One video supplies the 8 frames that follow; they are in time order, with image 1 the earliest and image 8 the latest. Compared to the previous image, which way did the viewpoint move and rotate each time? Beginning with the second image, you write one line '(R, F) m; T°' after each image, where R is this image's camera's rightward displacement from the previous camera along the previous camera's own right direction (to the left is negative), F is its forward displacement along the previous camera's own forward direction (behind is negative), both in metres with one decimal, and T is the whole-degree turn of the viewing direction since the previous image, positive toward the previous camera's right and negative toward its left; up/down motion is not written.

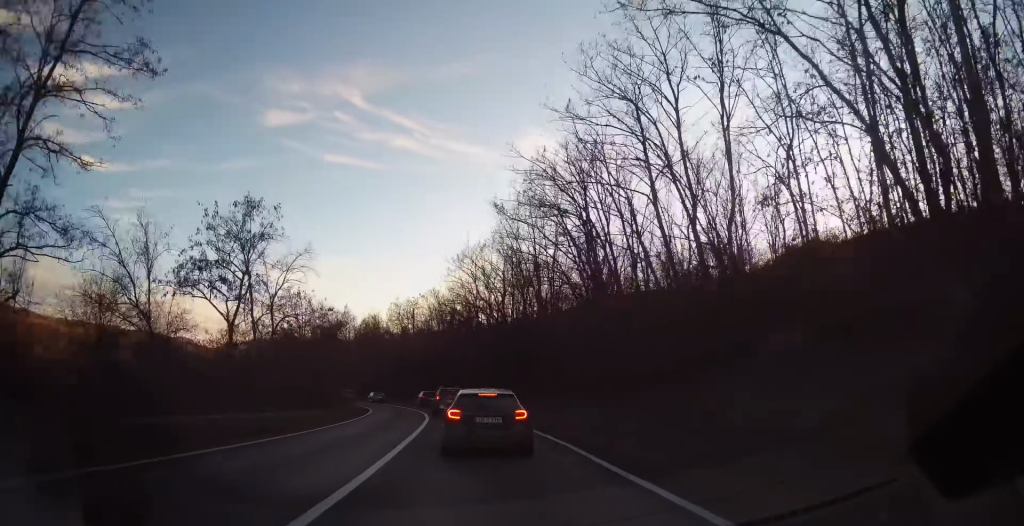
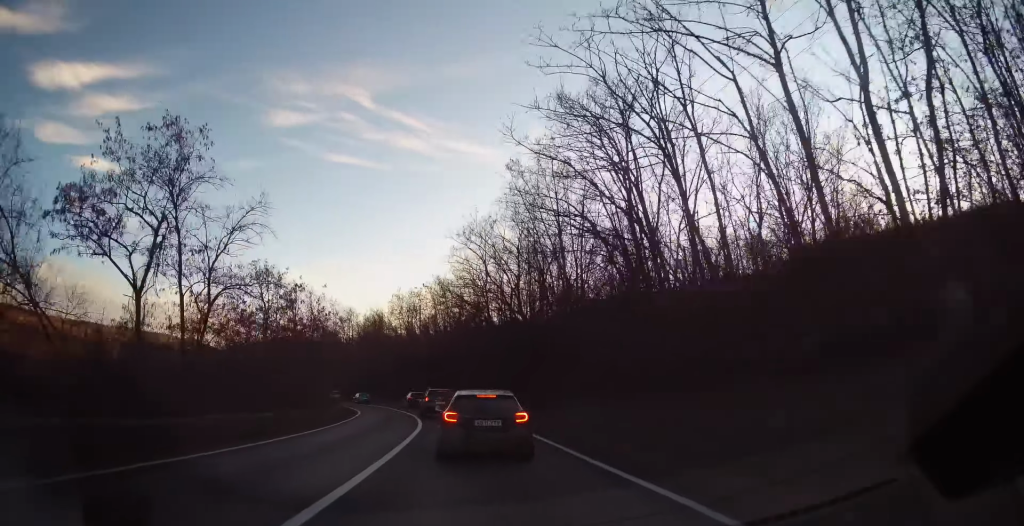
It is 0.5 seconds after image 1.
(-0.1, +7.1) m; -1°
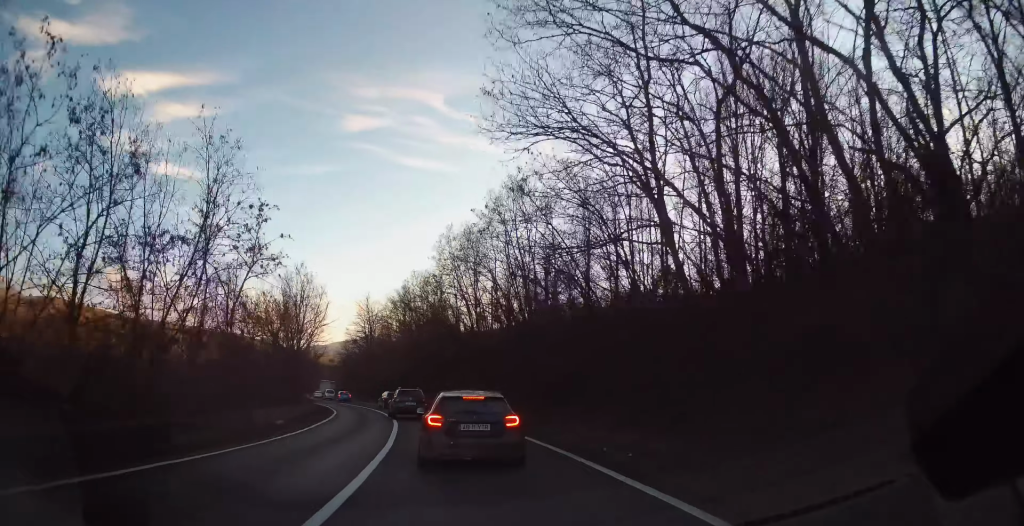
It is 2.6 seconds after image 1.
(-1.9, +28.9) m; -9°
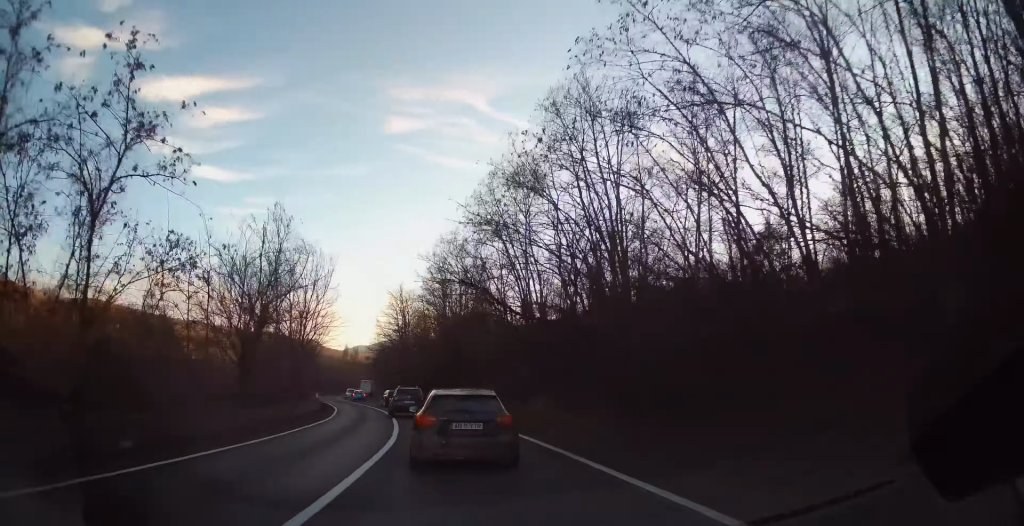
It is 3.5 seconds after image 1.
(-0.5, +11.9) m; -4°
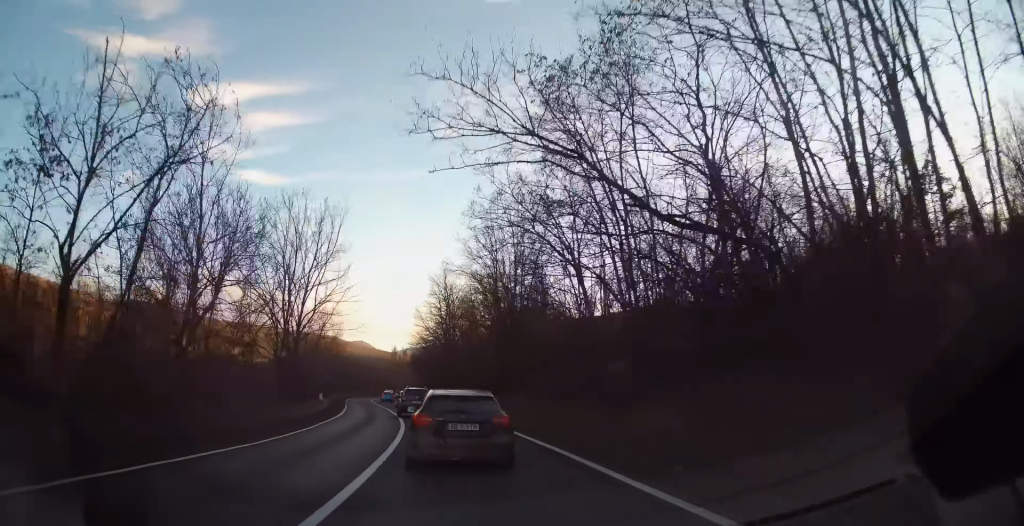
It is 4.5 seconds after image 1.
(-0.4, +12.9) m; -4°
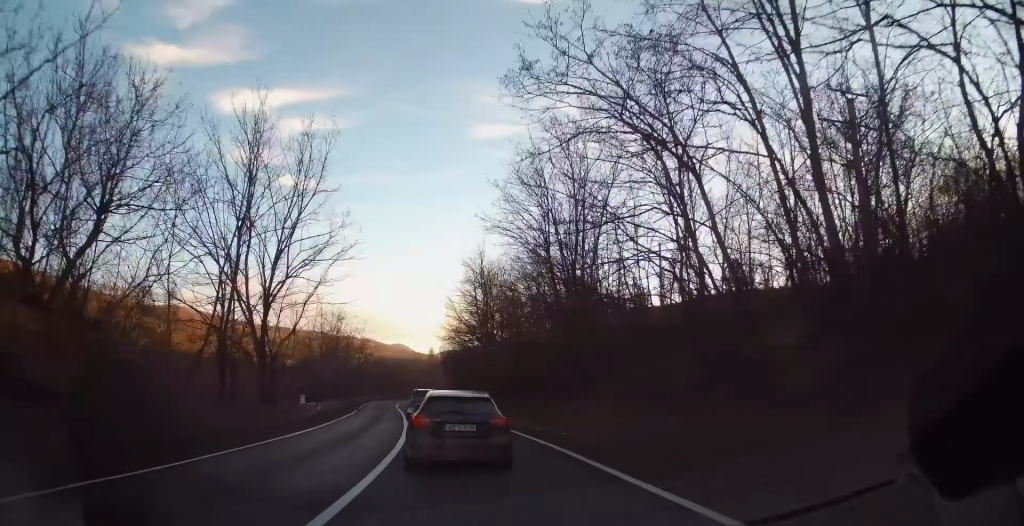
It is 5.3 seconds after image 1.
(-0.3, +10.9) m; -4°
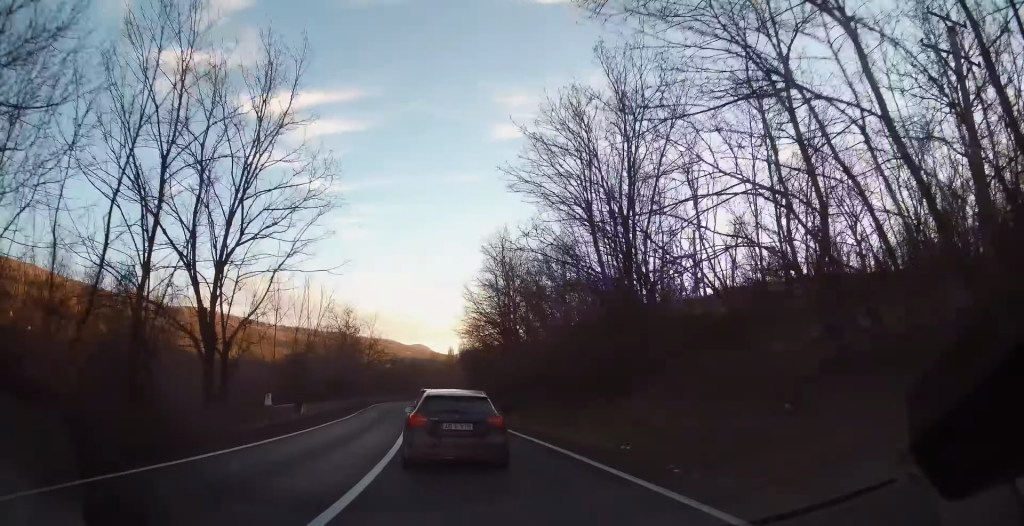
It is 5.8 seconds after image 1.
(-0.2, +6.4) m; -2°
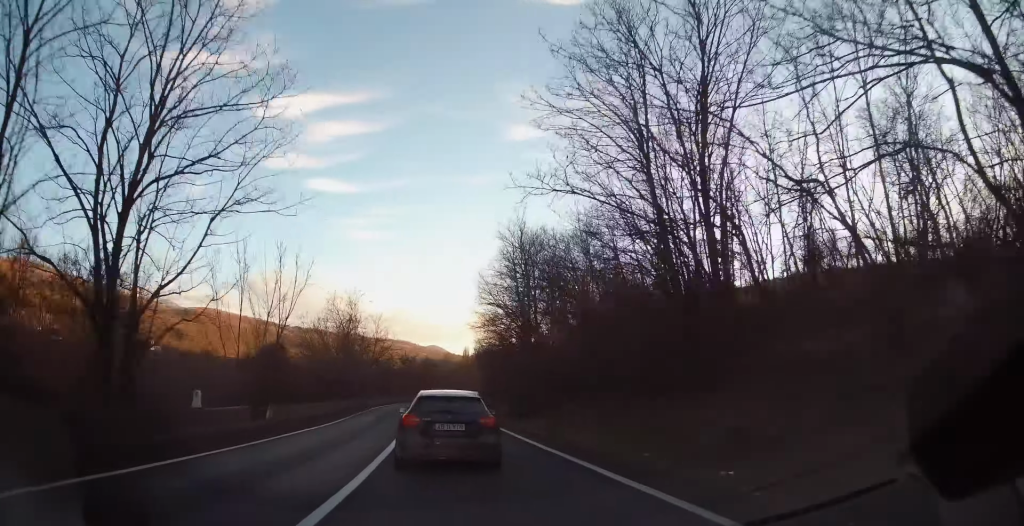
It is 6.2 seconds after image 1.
(-0.1, +6.0) m; -2°
